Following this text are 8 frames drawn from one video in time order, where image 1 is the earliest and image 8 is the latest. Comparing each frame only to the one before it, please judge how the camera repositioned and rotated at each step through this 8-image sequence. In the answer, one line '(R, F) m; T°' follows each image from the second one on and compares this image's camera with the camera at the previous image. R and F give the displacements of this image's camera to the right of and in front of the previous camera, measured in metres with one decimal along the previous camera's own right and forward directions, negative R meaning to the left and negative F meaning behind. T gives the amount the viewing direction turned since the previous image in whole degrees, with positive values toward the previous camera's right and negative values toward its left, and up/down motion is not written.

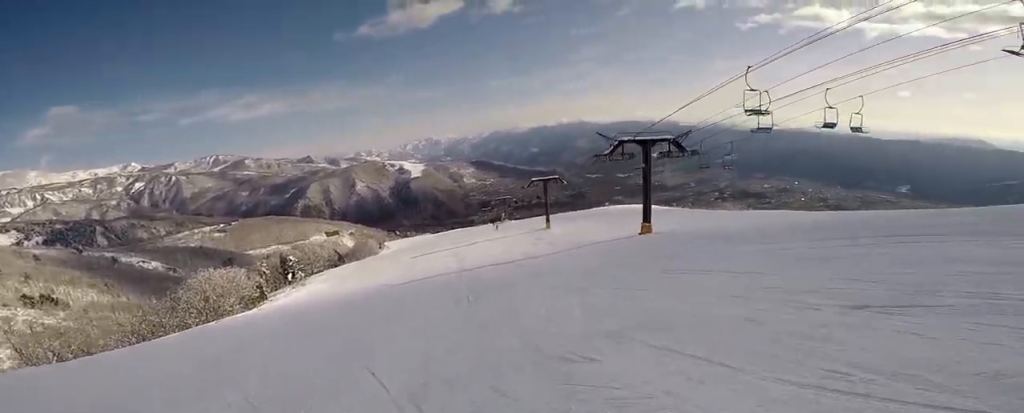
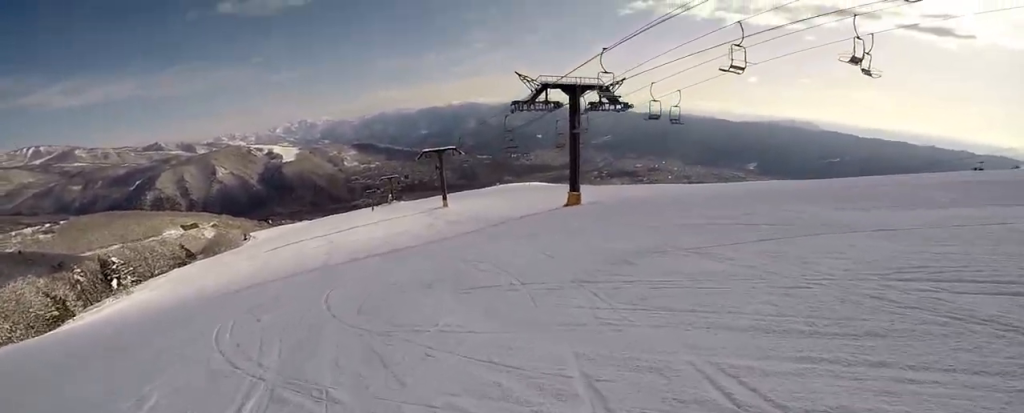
(+1.0, +9.4) m; +13°
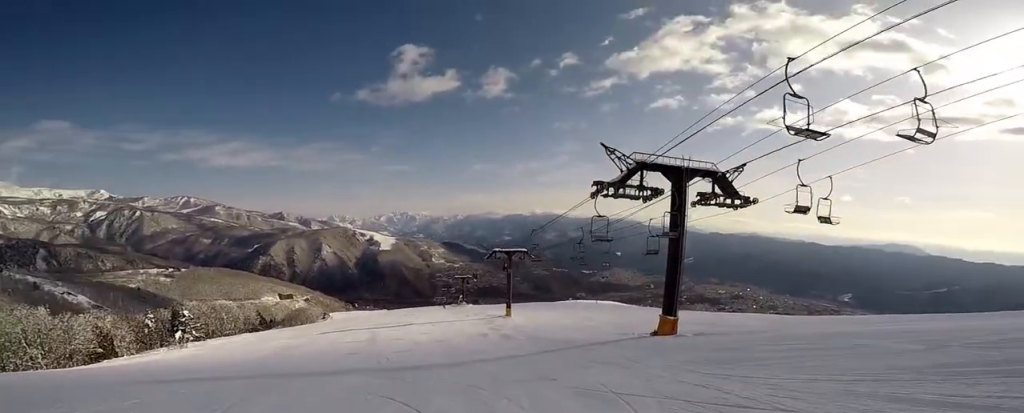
(+0.8, +7.2) m; -7°
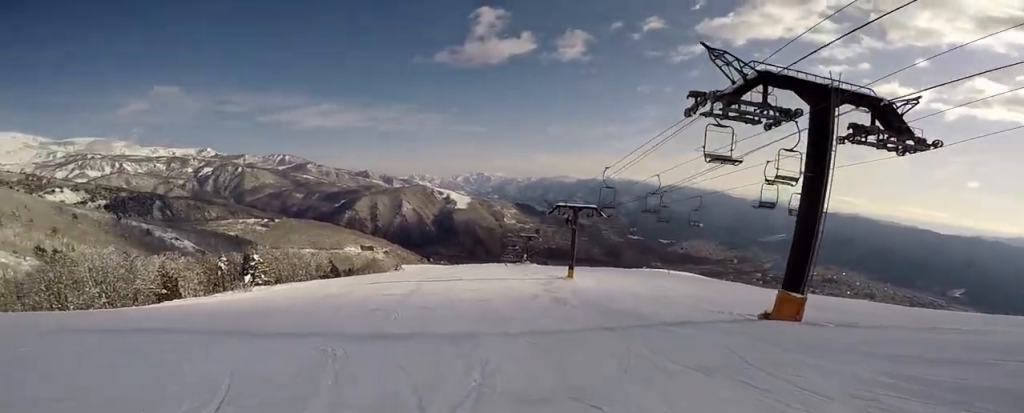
(-0.6, +5.2) m; -11°
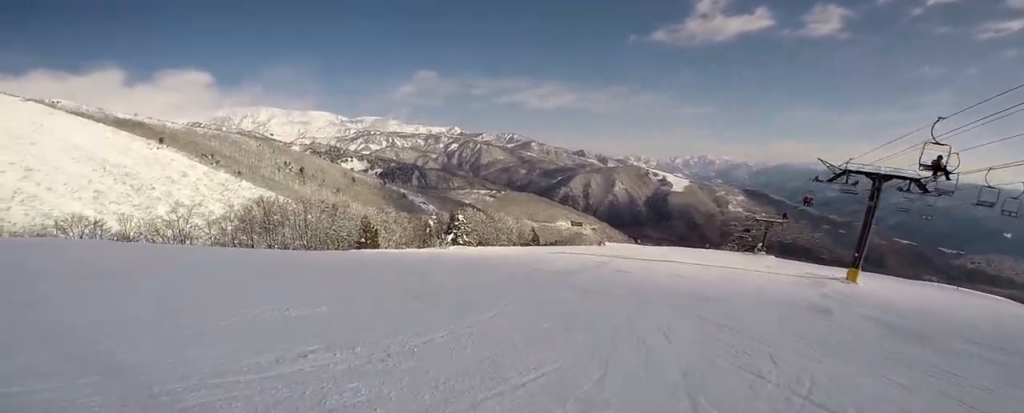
(-2.7, +11.5) m; -18°
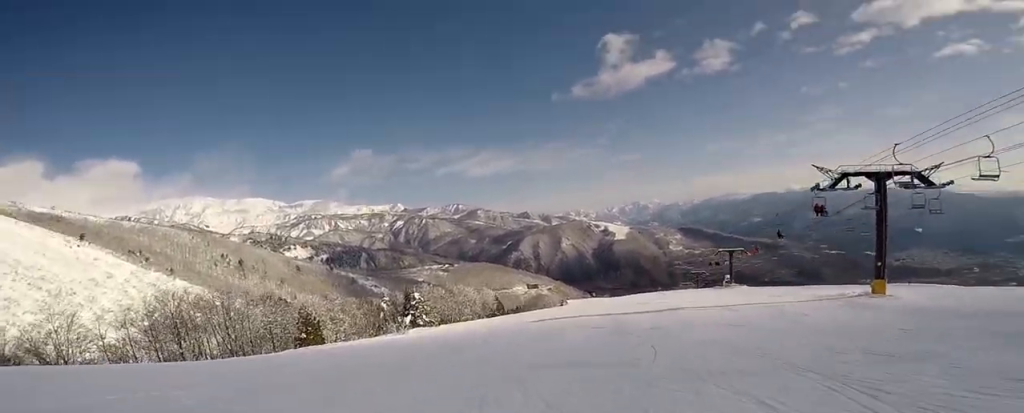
(-0.5, +8.0) m; +4°
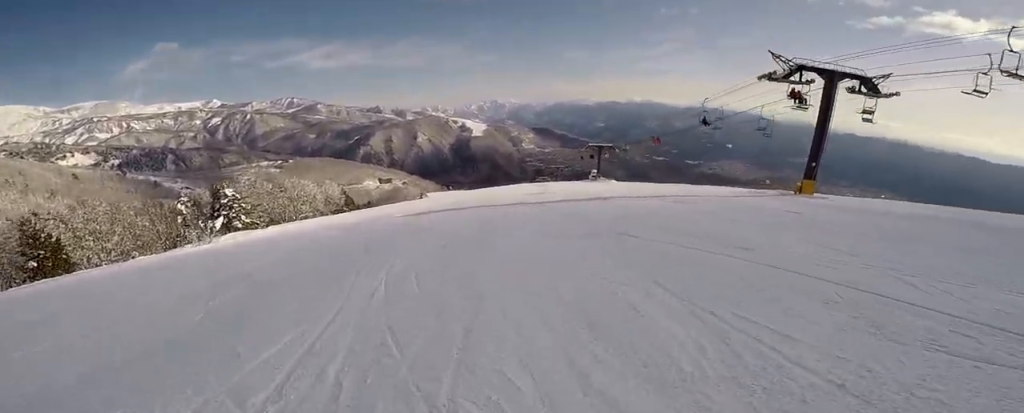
(+1.4, +9.7) m; +24°
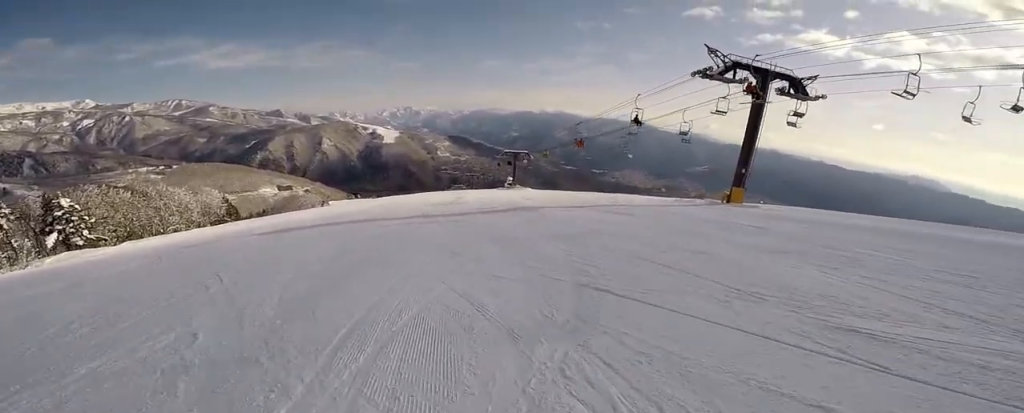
(+0.9, +4.4) m; +15°
